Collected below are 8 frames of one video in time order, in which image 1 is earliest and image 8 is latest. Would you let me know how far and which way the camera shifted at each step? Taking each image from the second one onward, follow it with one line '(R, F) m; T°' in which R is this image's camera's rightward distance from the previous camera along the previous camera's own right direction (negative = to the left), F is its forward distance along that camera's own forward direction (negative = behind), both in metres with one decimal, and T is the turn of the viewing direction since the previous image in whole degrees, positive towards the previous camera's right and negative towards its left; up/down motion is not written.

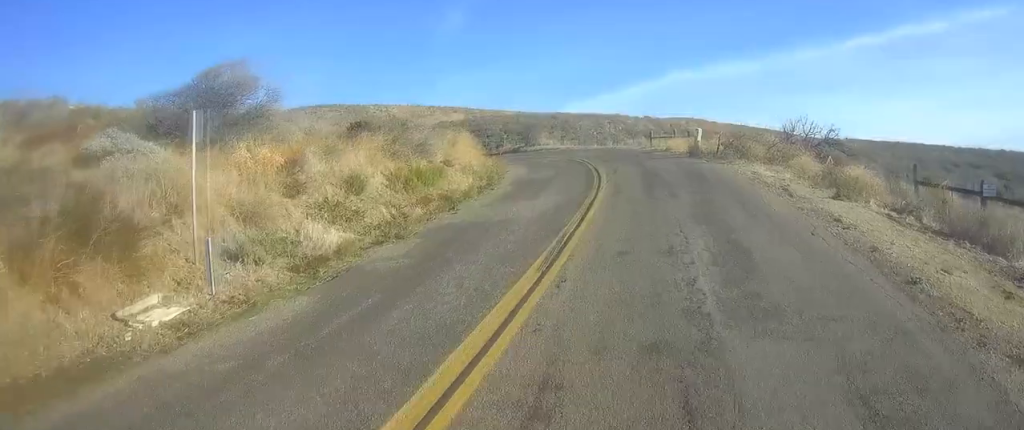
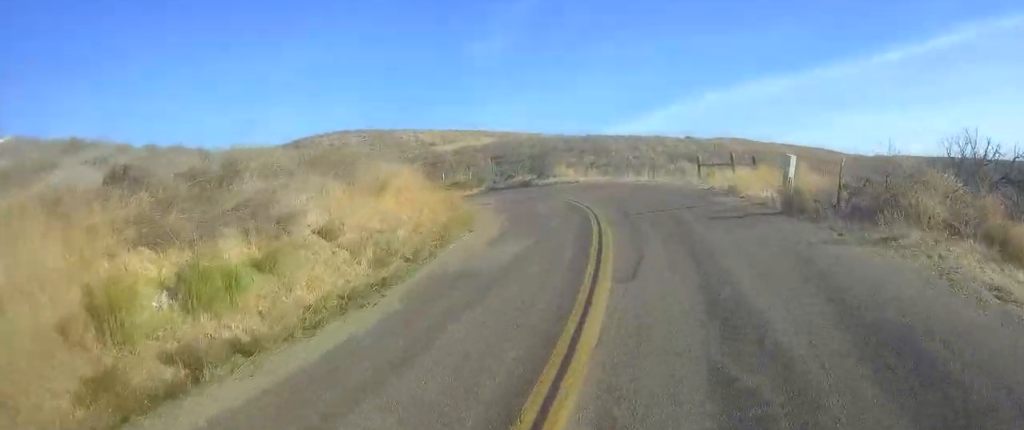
(-0.4, +12.3) m; -4°
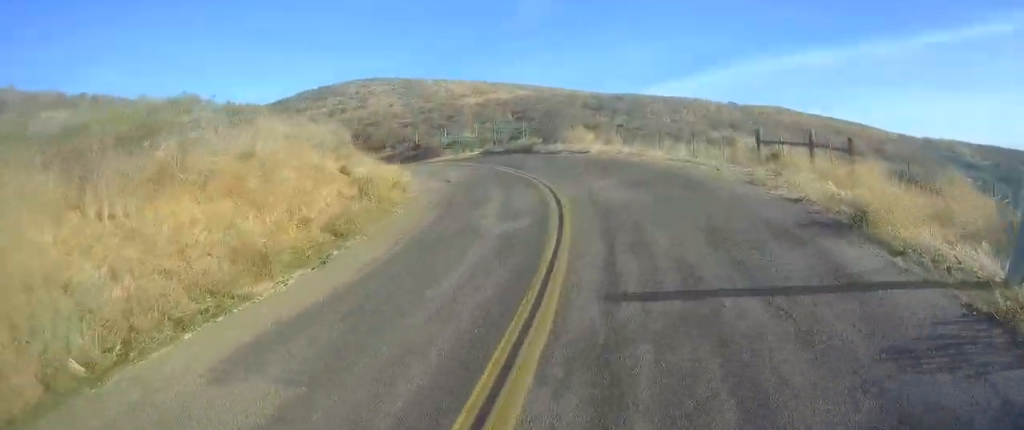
(-0.3, +10.0) m; -2°
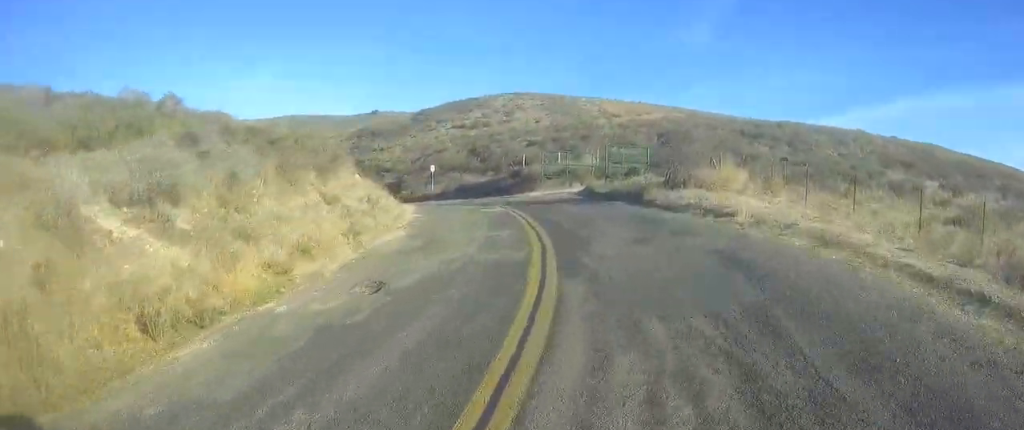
(-0.1, +13.5) m; 0°
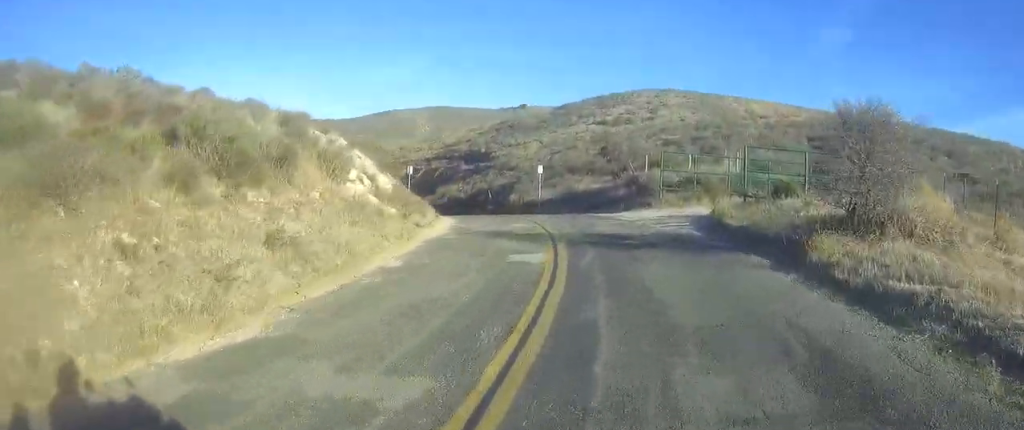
(0.0, +10.1) m; -10°
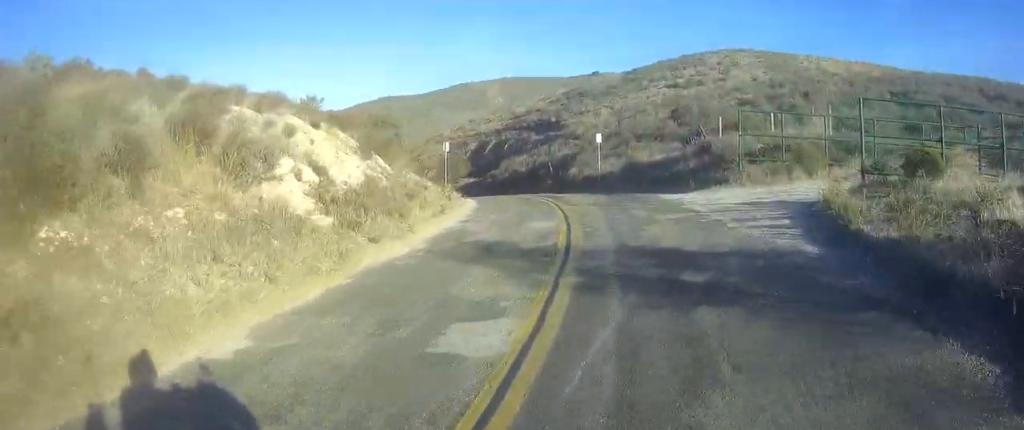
(-0.8, +6.2) m; -12°
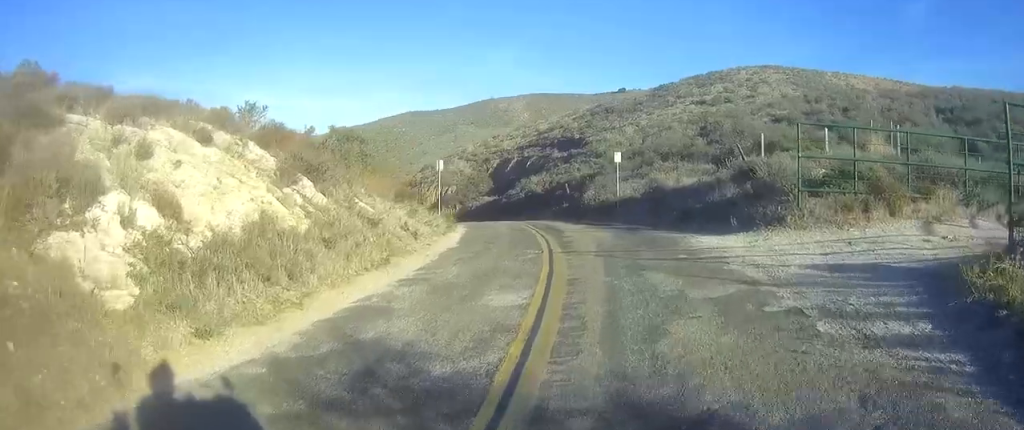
(-0.6, +5.3) m; -11°
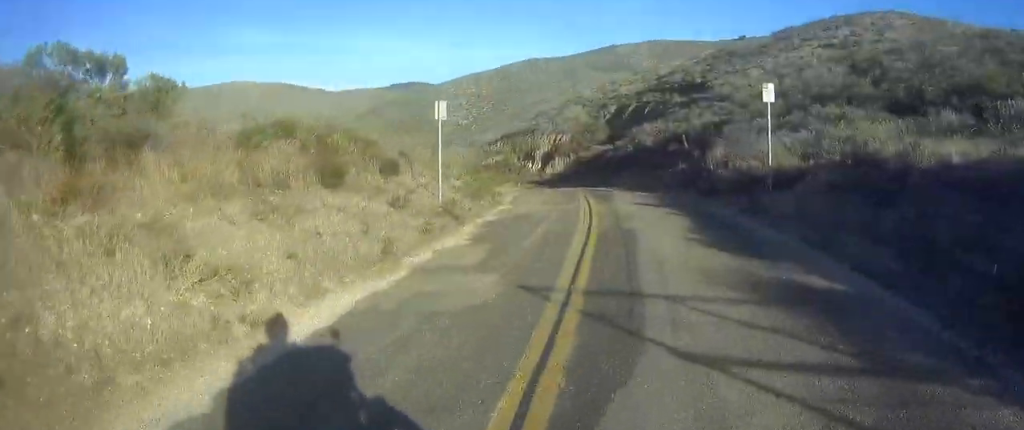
(-2.0, +14.7) m; -11°
